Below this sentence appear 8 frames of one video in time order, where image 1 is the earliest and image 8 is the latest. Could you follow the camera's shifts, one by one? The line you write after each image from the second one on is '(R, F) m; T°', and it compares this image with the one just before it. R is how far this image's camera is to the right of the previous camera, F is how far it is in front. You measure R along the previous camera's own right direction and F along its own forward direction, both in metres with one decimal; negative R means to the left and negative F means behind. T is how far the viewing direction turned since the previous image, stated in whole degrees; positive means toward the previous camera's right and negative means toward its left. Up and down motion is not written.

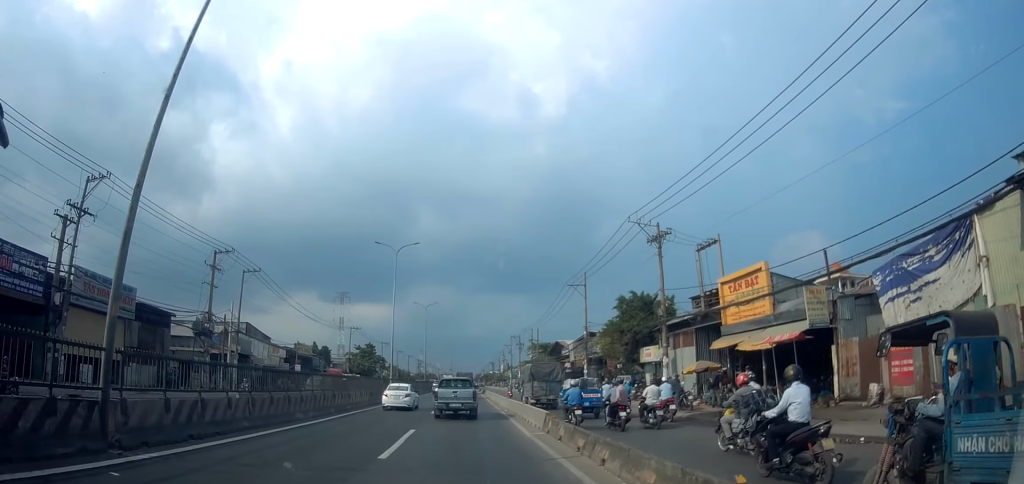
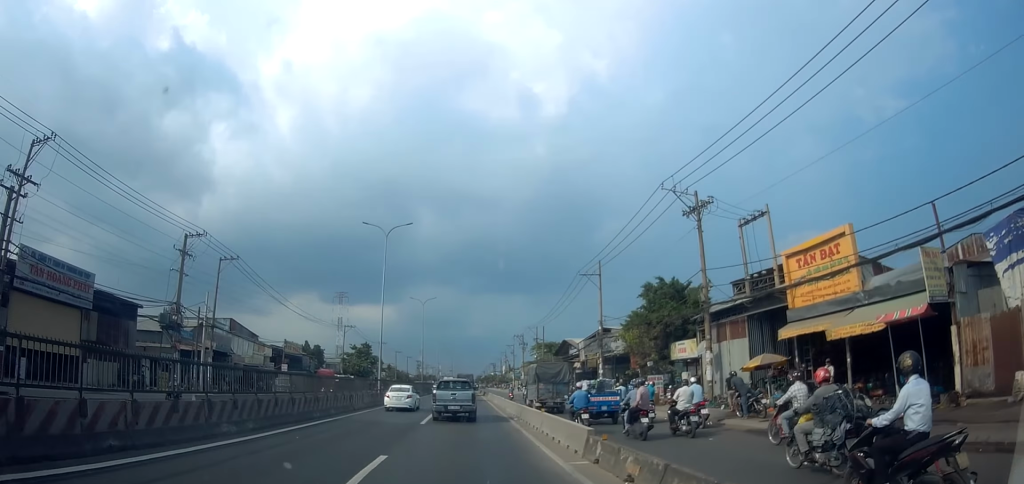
(+0.3, +5.8) m; 0°
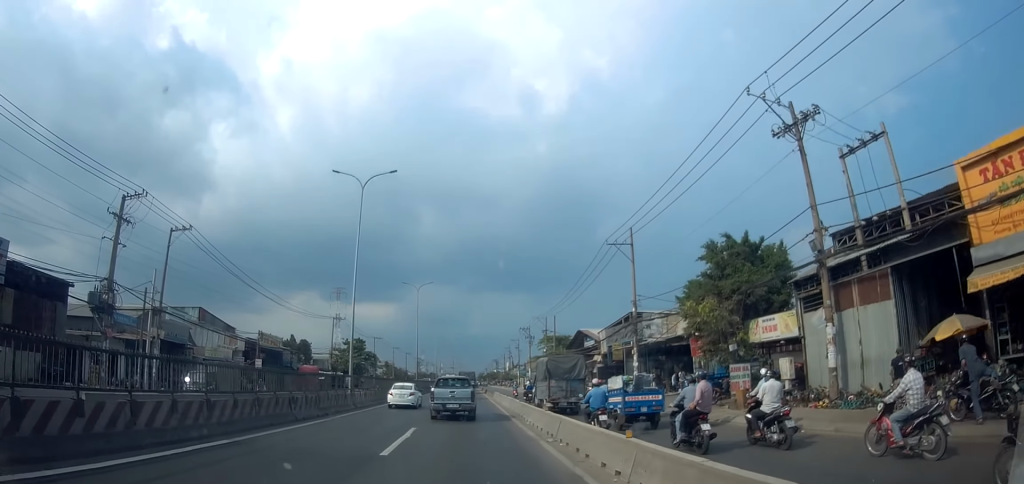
(+0.3, +9.2) m; -1°
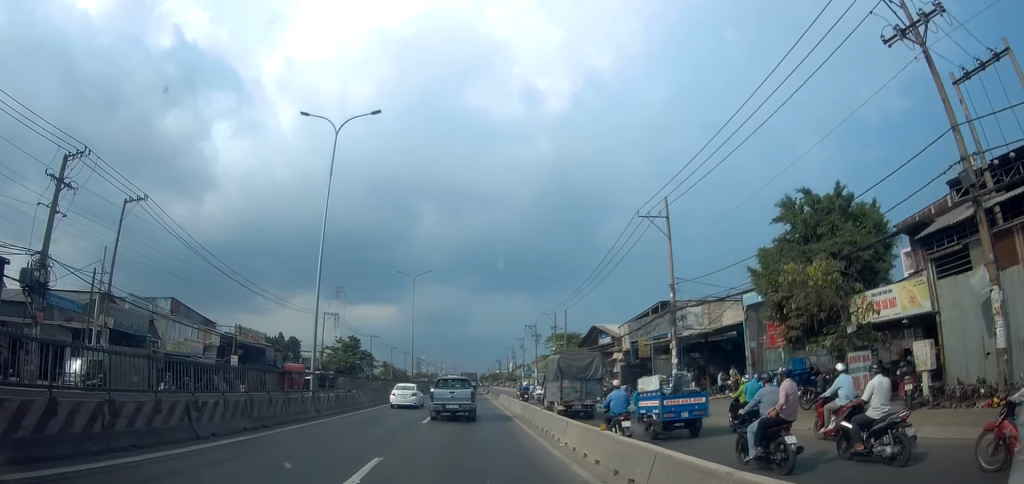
(-0.5, +6.9) m; 0°
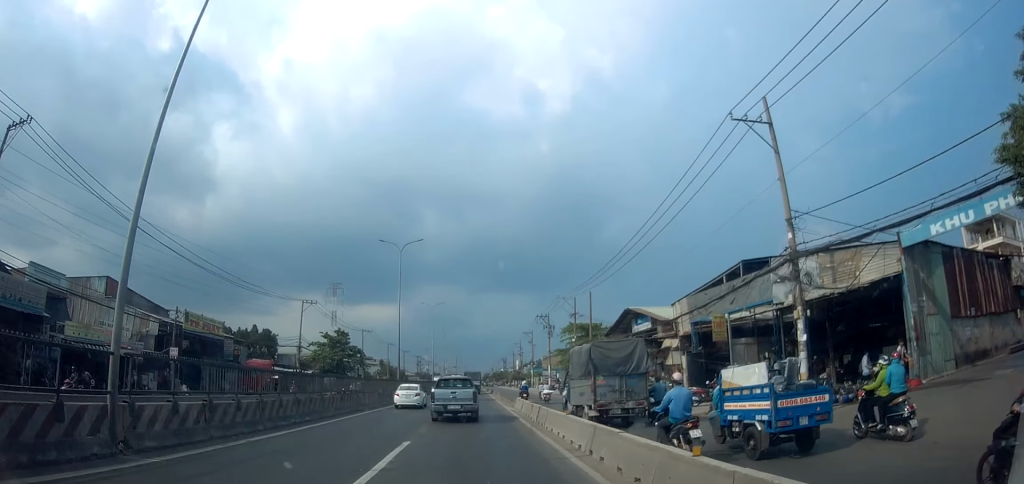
(+0.2, +12.2) m; 0°
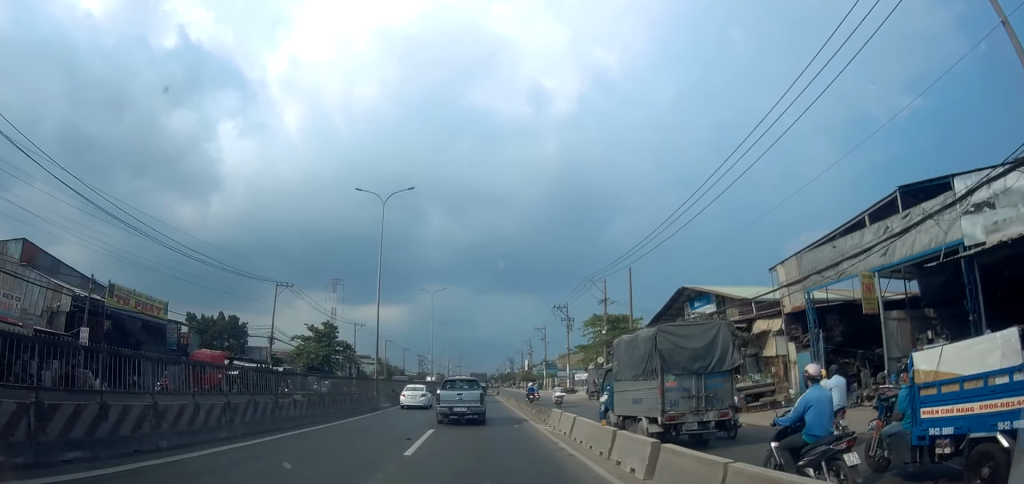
(-0.1, +11.7) m; 0°
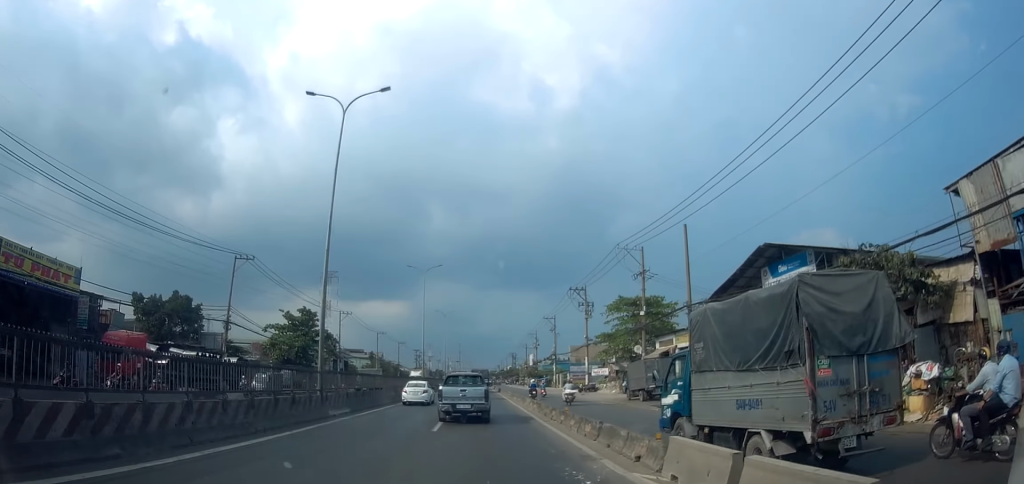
(-0.3, +11.0) m; 0°
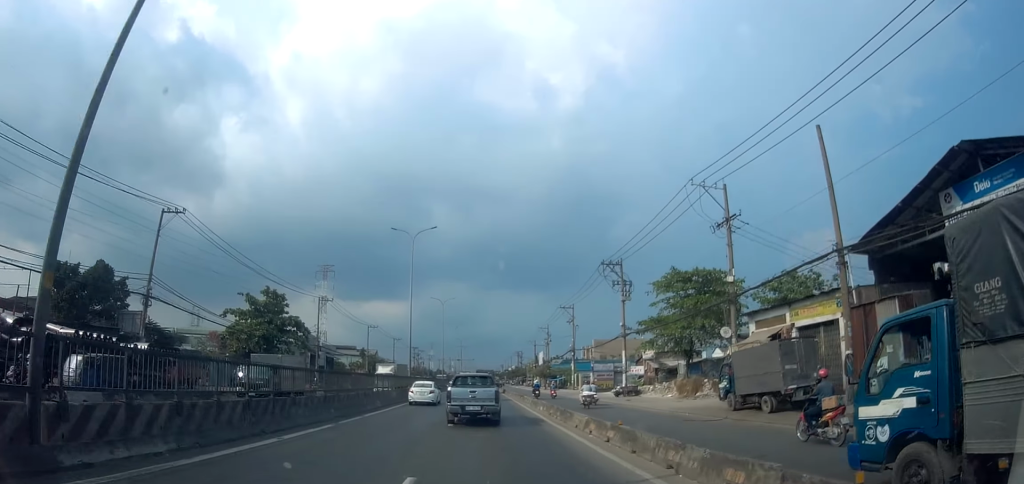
(+0.4, +13.4) m; -1°
